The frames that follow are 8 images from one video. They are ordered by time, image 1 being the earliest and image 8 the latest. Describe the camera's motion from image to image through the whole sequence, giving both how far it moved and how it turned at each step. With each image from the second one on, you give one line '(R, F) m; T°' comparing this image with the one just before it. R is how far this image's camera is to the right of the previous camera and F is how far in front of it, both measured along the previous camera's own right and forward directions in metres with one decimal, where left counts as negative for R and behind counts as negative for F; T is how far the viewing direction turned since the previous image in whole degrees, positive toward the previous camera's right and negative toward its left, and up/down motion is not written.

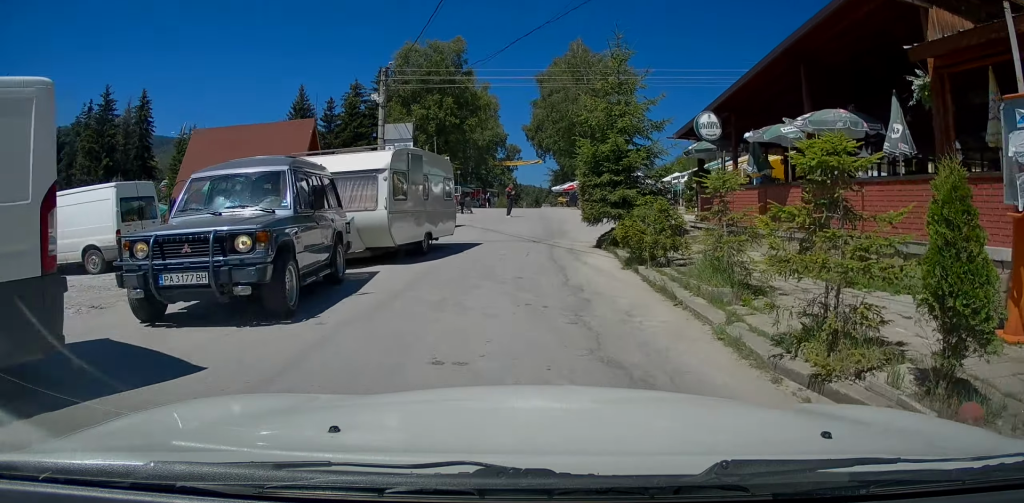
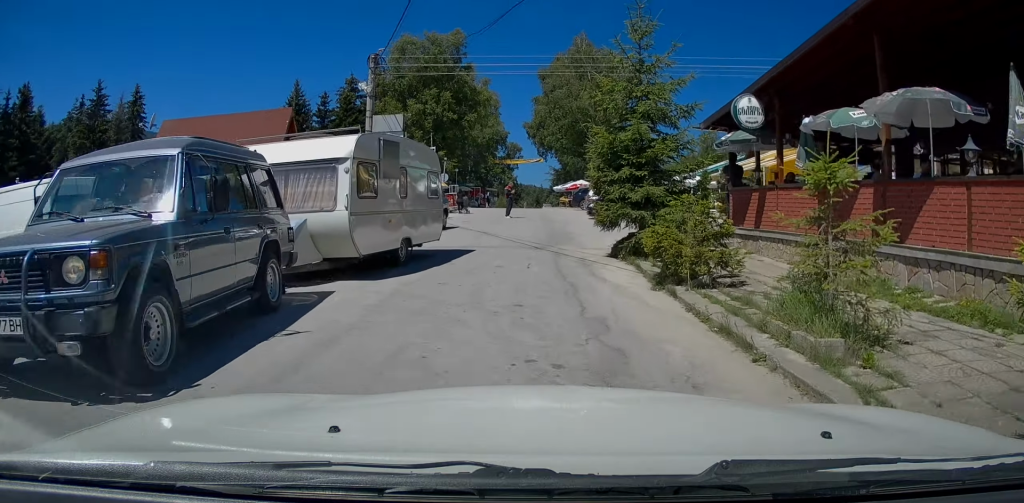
(0.0, +2.6) m; 0°
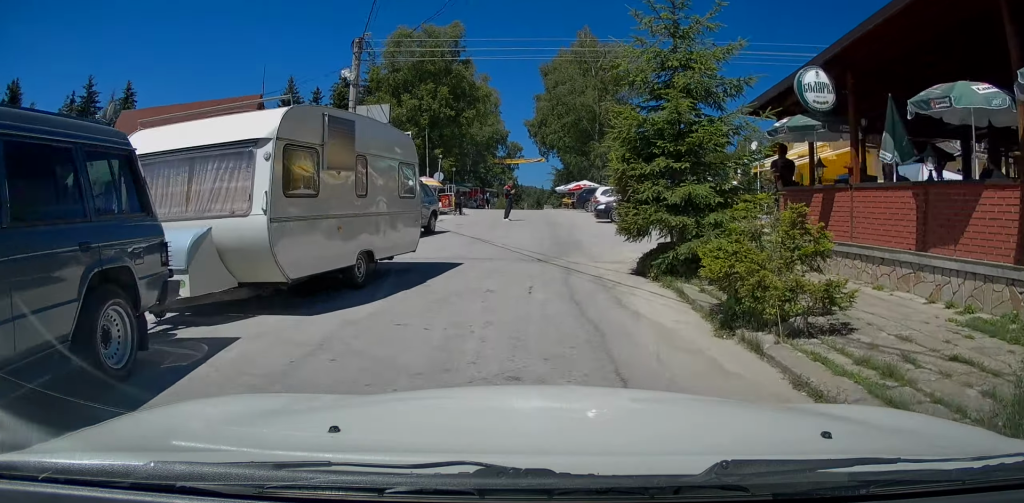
(0.0, +2.8) m; 0°
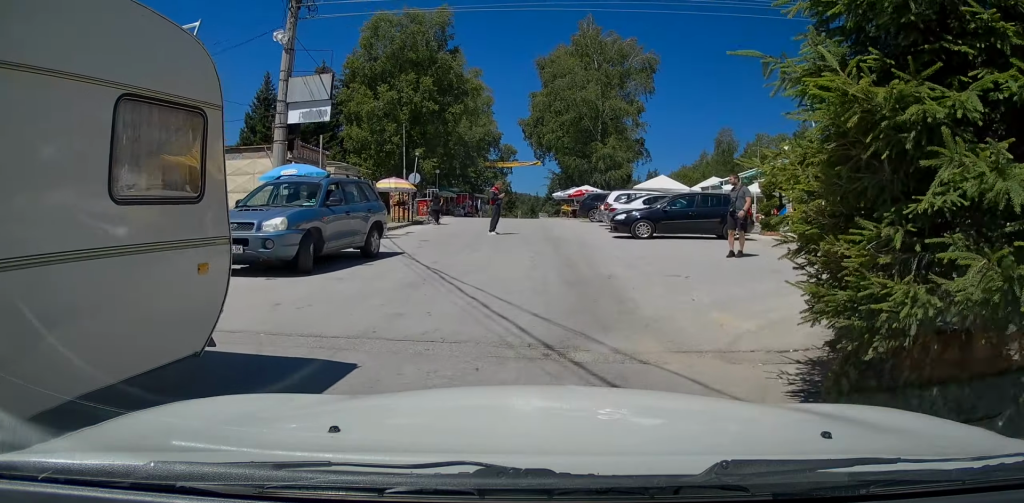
(0.0, +6.5) m; 0°
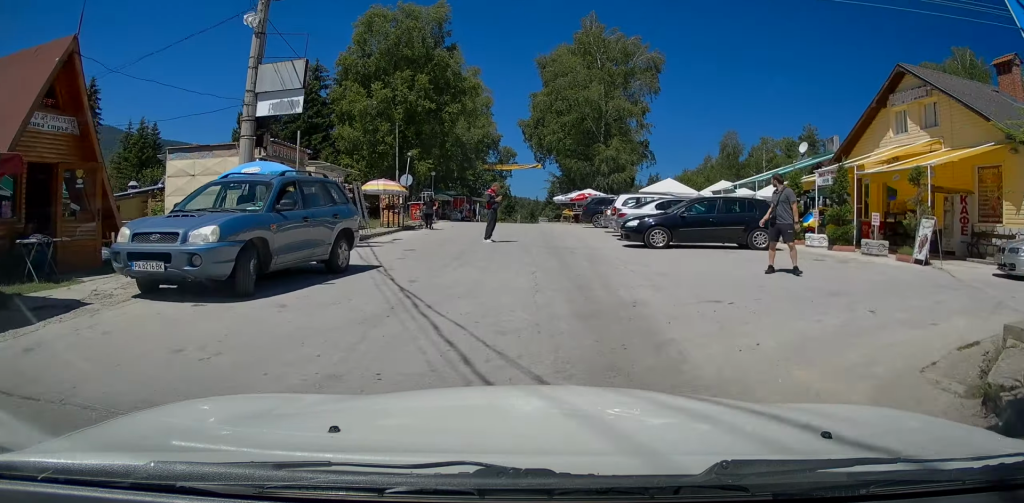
(0.0, +2.1) m; 0°
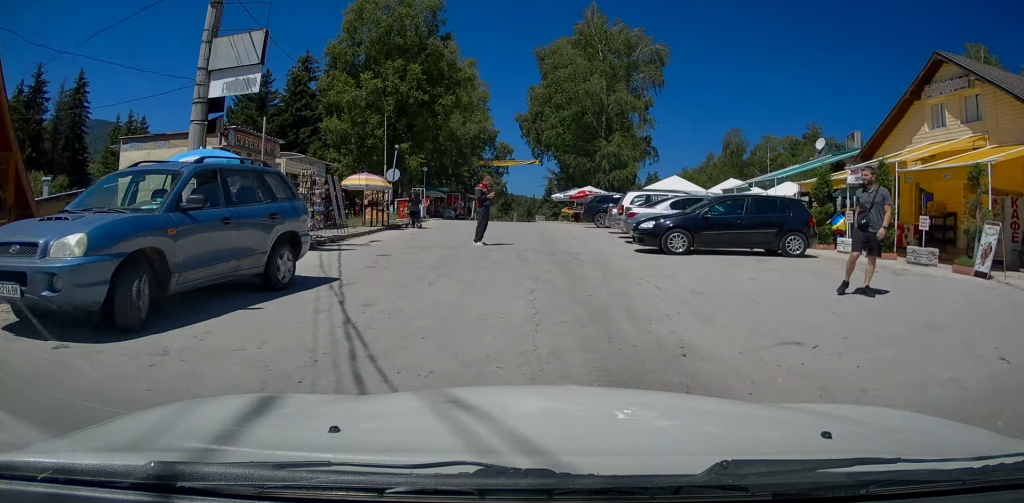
(0.0, +2.3) m; 0°
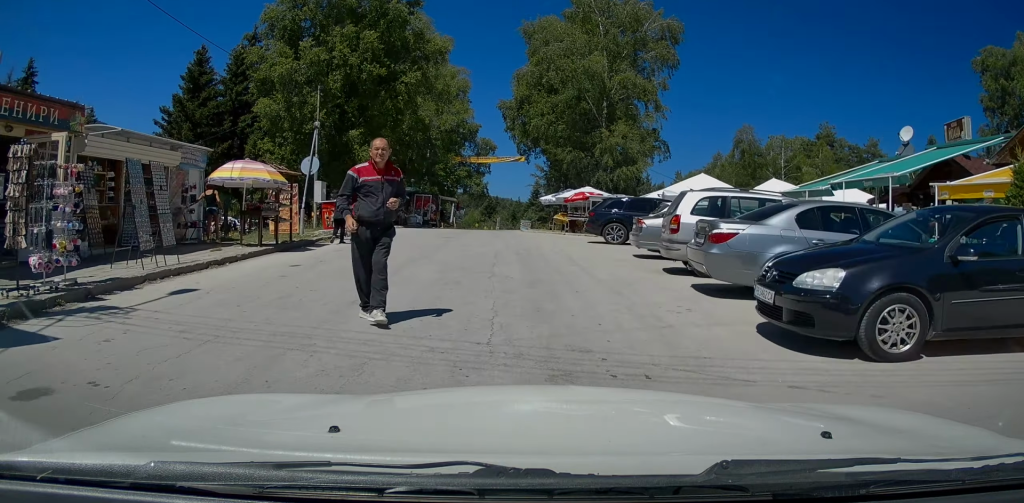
(+0.8, +9.2) m; 0°
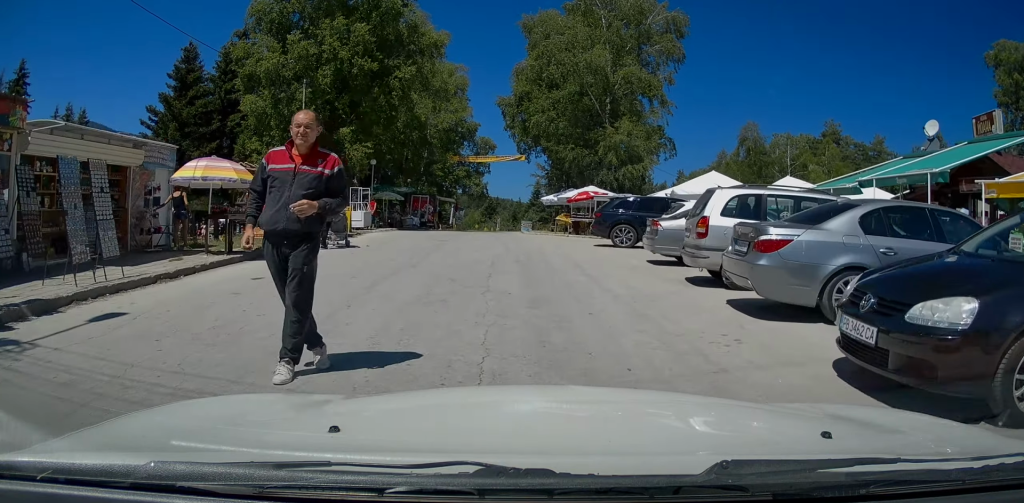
(-0.3, +2.1) m; 0°
